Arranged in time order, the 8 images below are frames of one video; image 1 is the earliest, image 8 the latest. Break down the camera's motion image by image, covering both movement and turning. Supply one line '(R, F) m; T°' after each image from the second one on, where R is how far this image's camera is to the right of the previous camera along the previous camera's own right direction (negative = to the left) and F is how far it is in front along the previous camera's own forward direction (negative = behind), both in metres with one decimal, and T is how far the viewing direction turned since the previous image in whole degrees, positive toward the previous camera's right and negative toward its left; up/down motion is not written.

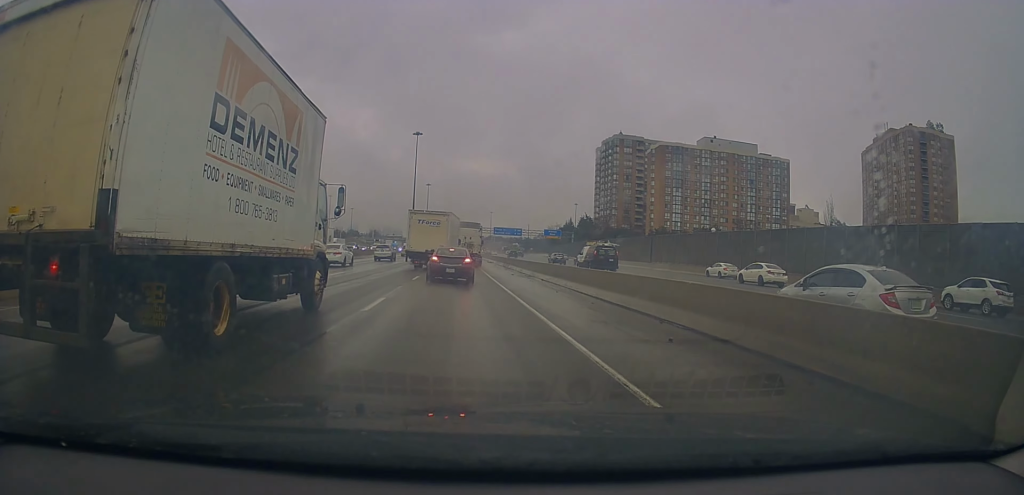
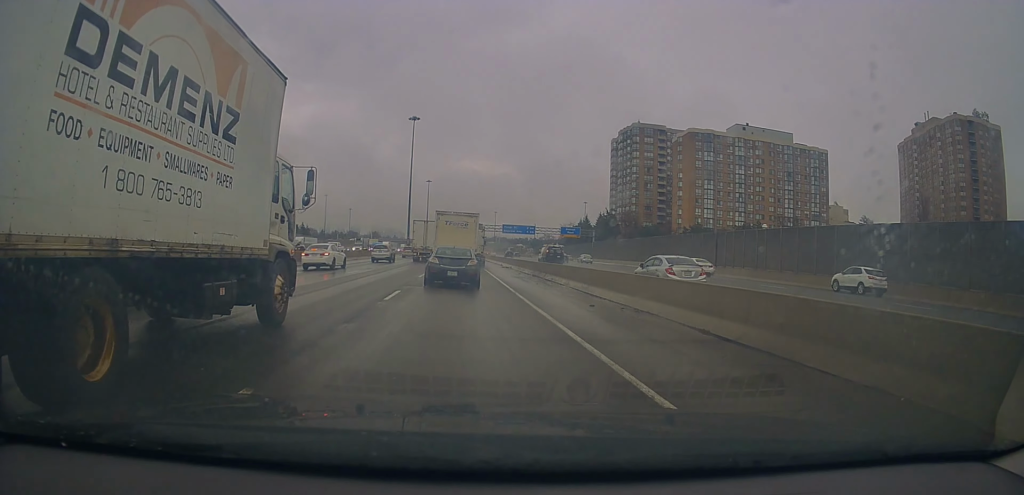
(-0.6, +23.1) m; -1°
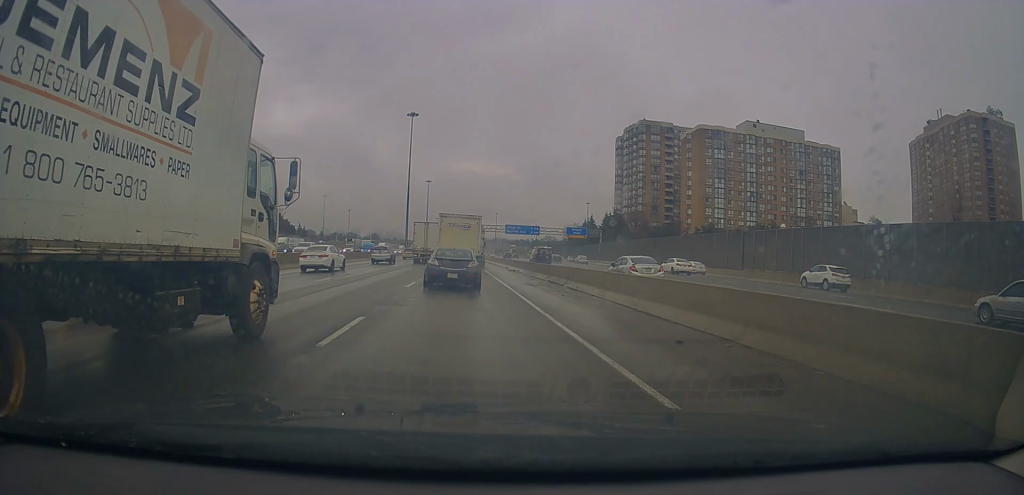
(+0.2, +6.8) m; +1°
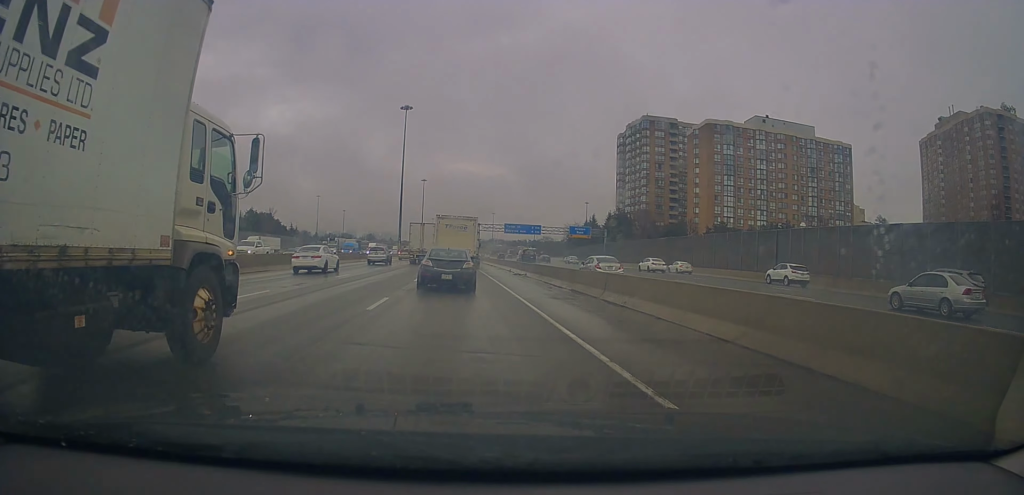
(0.0, +7.8) m; 0°
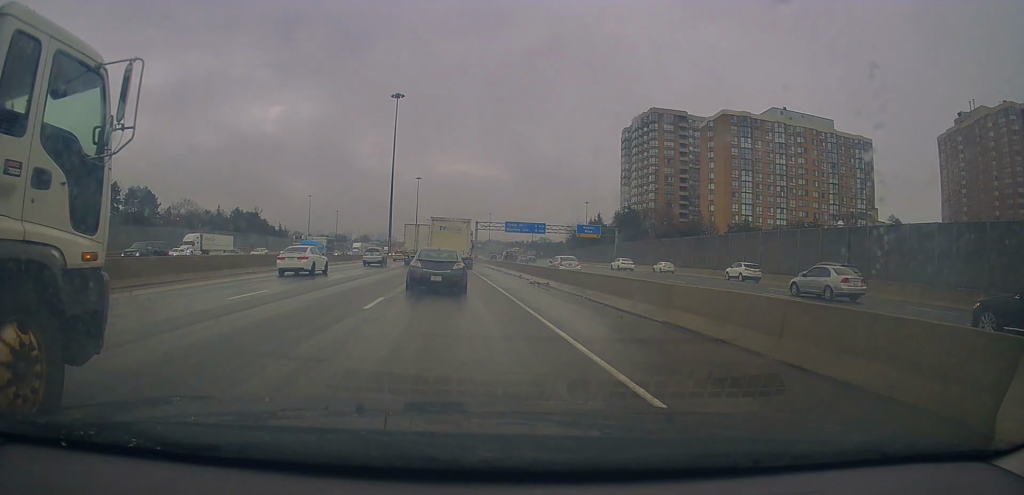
(-0.2, +11.9) m; 0°
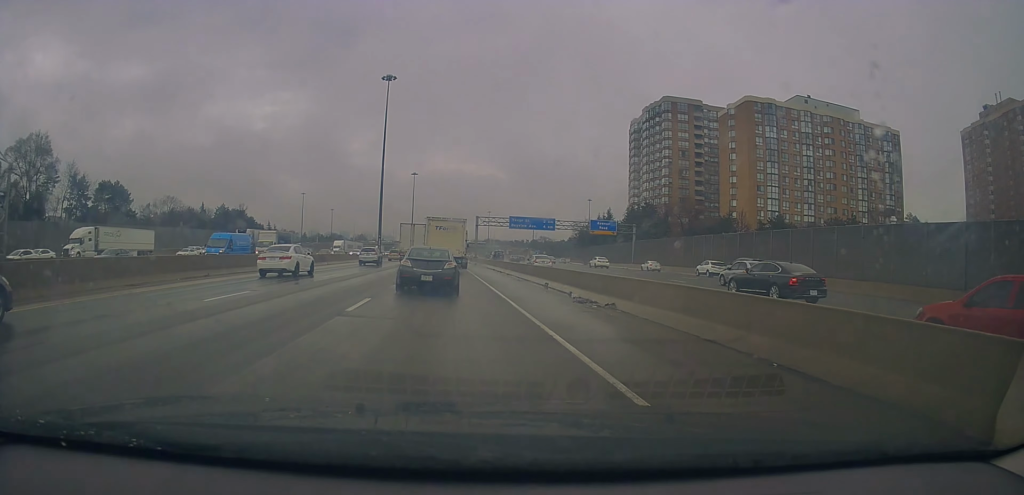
(+0.2, +12.6) m; +3°
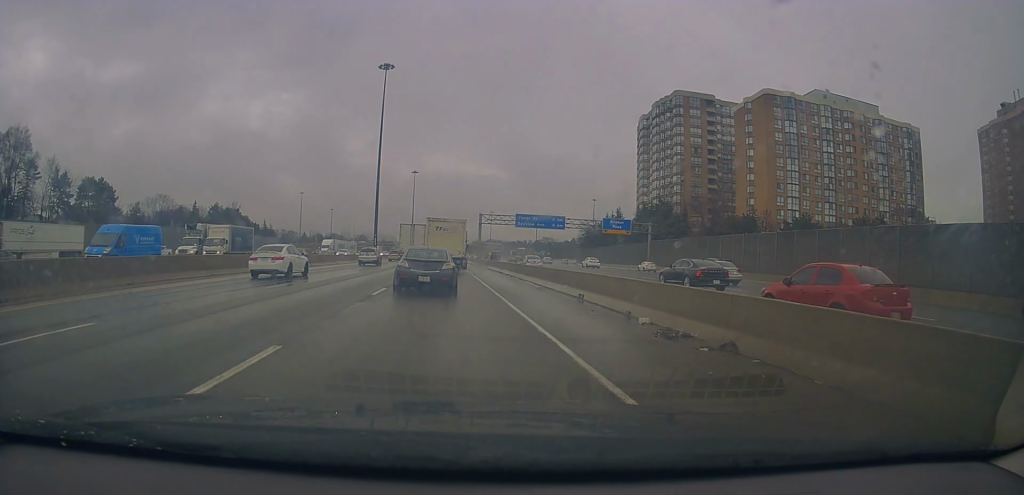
(+0.4, +7.5) m; +1°
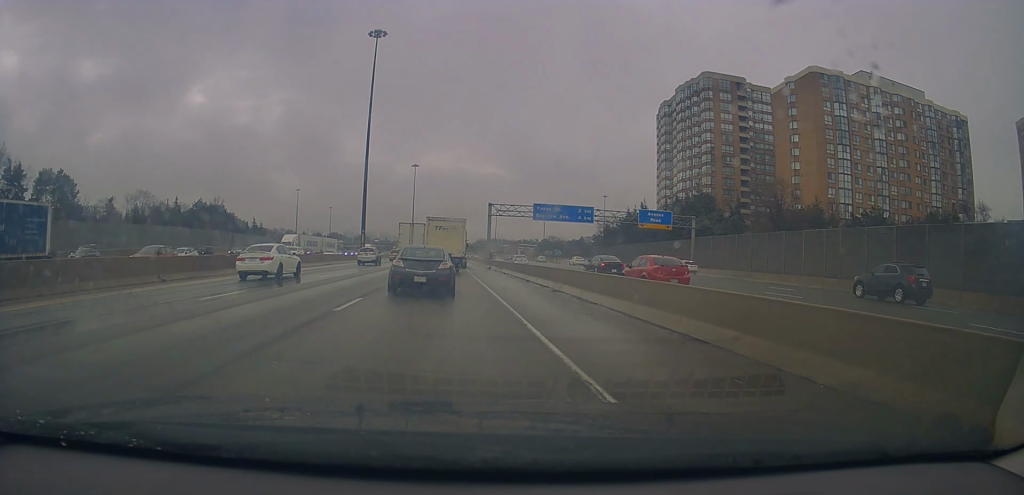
(-0.7, +16.3) m; -4°
